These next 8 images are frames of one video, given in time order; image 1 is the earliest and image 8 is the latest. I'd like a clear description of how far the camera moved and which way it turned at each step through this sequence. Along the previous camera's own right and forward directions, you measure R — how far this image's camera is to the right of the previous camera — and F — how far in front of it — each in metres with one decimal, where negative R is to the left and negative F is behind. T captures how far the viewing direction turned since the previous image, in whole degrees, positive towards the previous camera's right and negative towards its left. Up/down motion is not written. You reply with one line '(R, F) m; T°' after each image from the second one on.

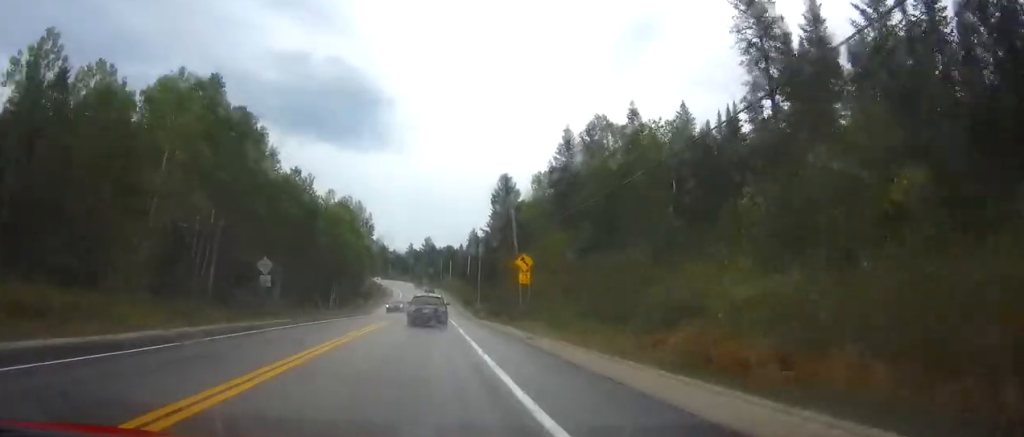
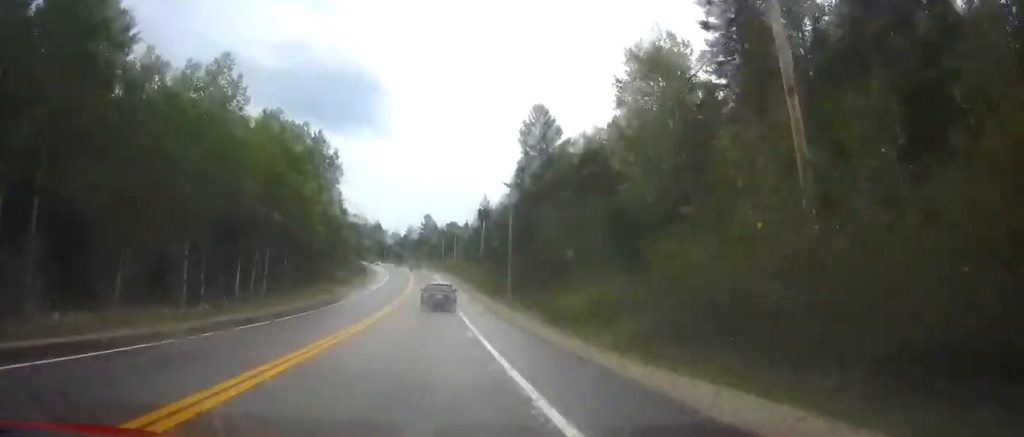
(+0.3, +45.8) m; 0°
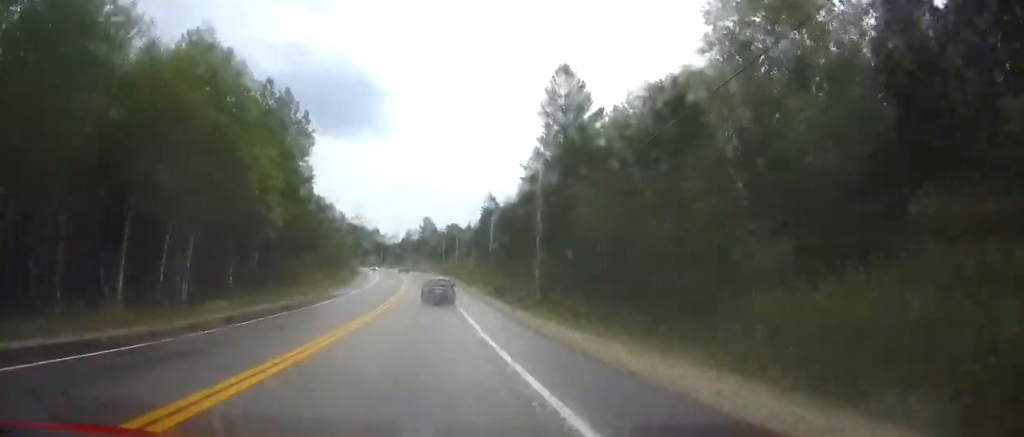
(-0.1, +19.5) m; 0°
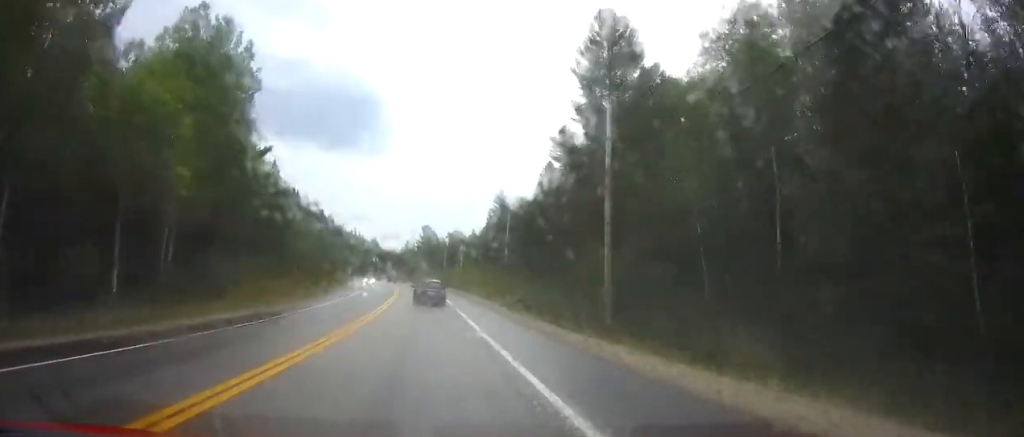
(0.0, +20.6) m; 0°
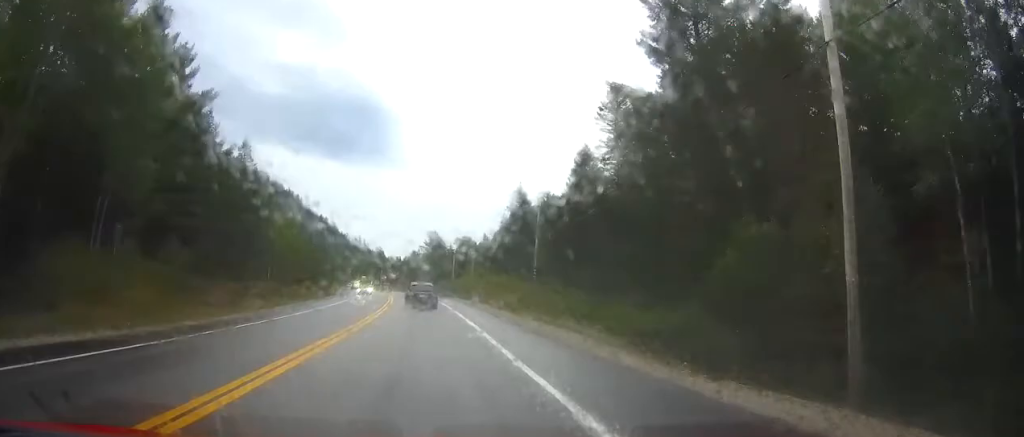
(0.0, +19.2) m; 0°
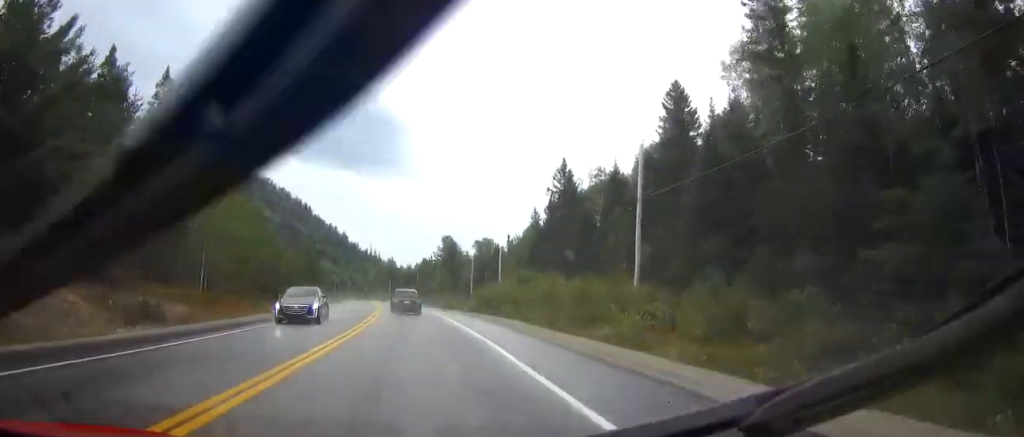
(-0.2, +28.7) m; -1°
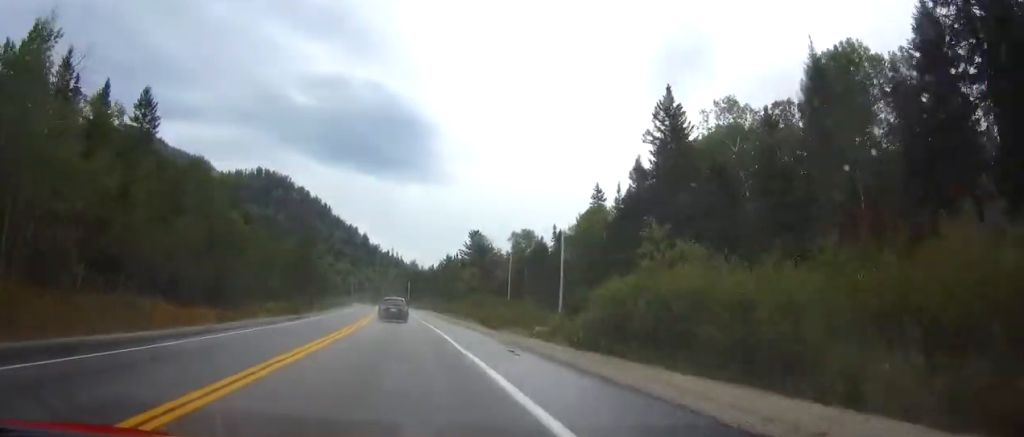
(-0.6, +32.3) m; -2°
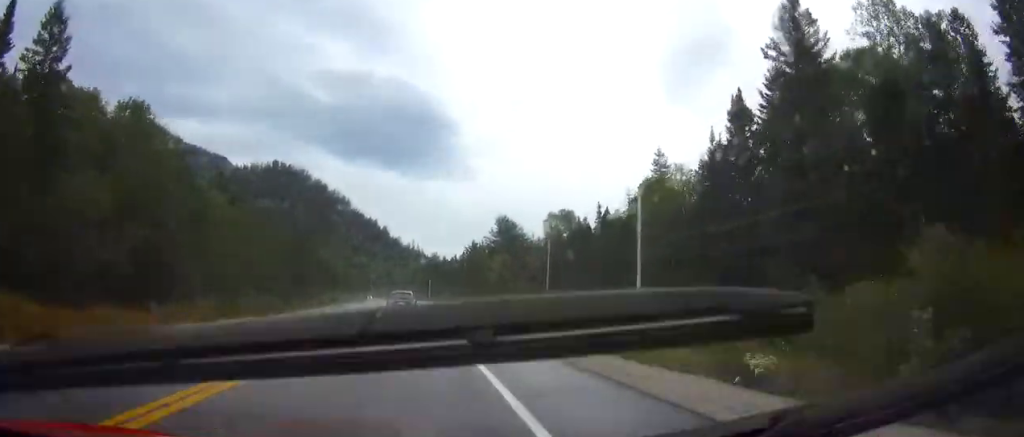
(-0.2, +18.9) m; -2°
